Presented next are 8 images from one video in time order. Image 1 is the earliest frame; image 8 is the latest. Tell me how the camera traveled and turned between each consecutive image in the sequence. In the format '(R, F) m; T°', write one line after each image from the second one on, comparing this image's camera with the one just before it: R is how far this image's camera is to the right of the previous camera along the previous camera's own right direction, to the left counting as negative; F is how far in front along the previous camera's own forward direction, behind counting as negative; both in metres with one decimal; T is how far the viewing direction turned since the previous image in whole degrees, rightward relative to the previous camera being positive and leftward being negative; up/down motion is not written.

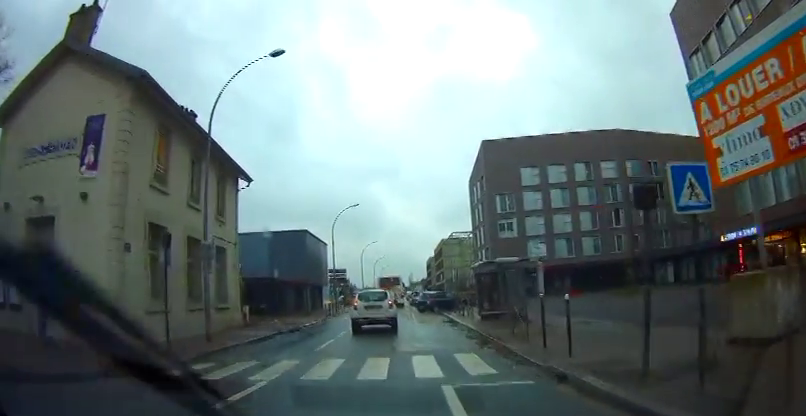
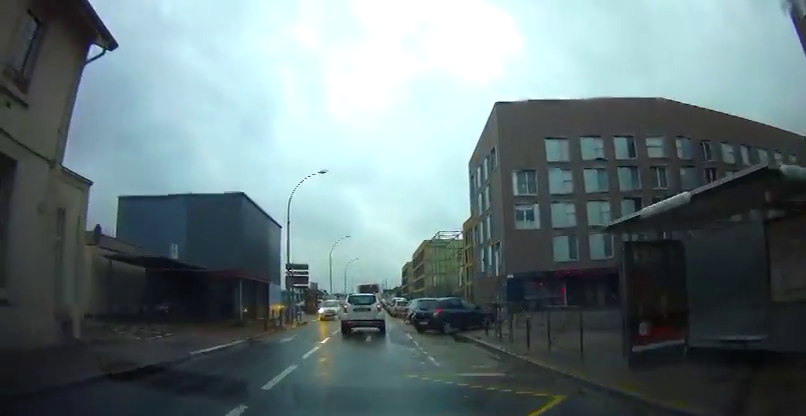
(-0.9, +13.3) m; -4°
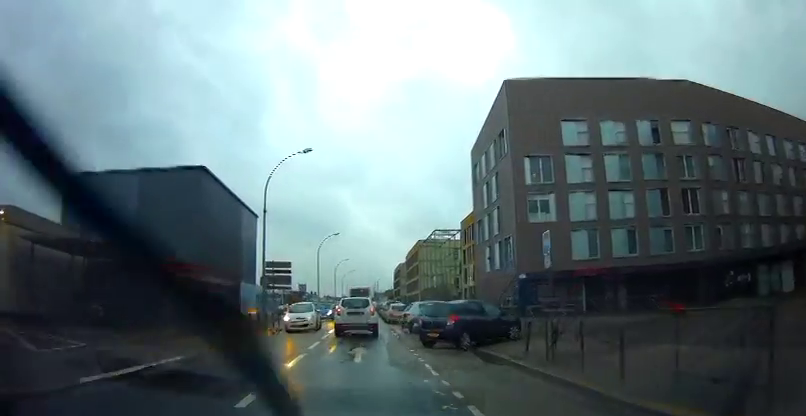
(+0.2, +5.2) m; +1°
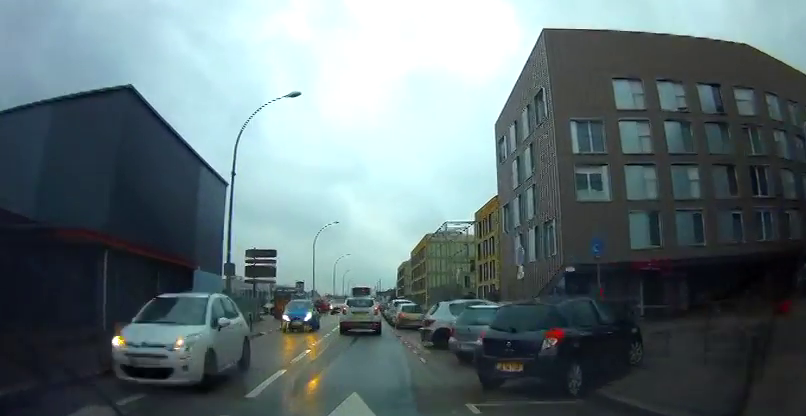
(-0.1, +7.9) m; +3°
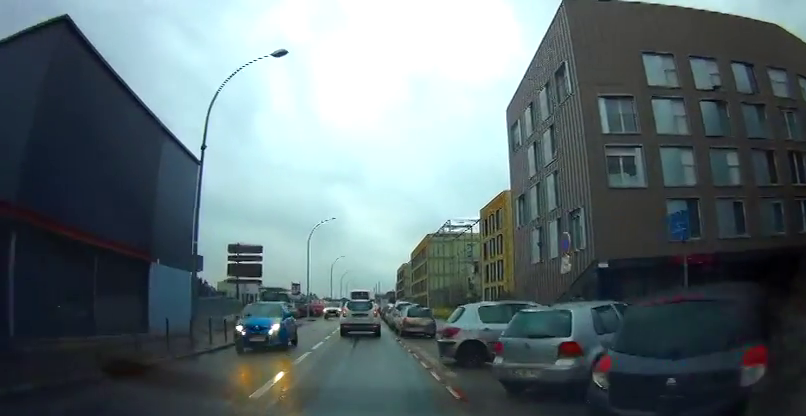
(+0.2, +3.9) m; 0°
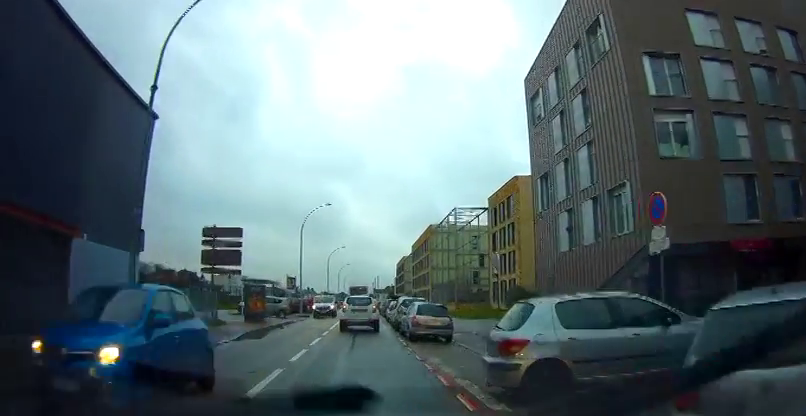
(+0.3, +4.5) m; 0°
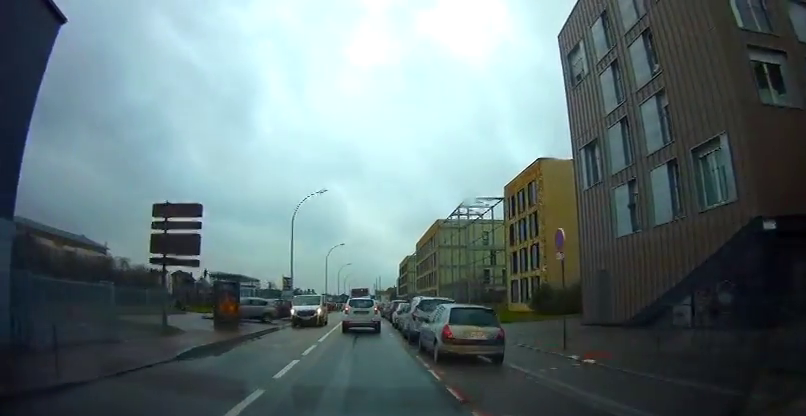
(-0.4, +6.2) m; -1°
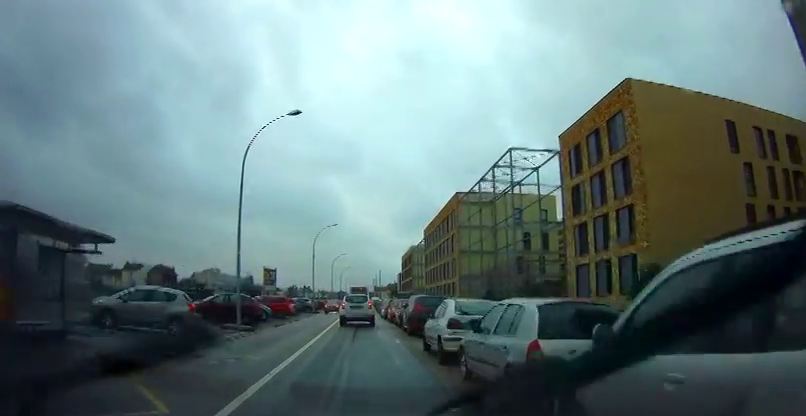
(+0.5, +15.9) m; +2°
